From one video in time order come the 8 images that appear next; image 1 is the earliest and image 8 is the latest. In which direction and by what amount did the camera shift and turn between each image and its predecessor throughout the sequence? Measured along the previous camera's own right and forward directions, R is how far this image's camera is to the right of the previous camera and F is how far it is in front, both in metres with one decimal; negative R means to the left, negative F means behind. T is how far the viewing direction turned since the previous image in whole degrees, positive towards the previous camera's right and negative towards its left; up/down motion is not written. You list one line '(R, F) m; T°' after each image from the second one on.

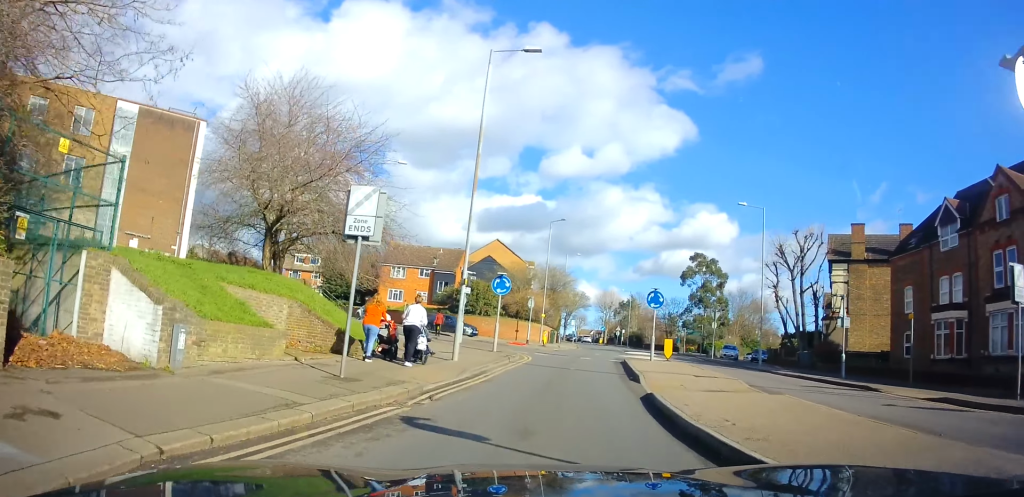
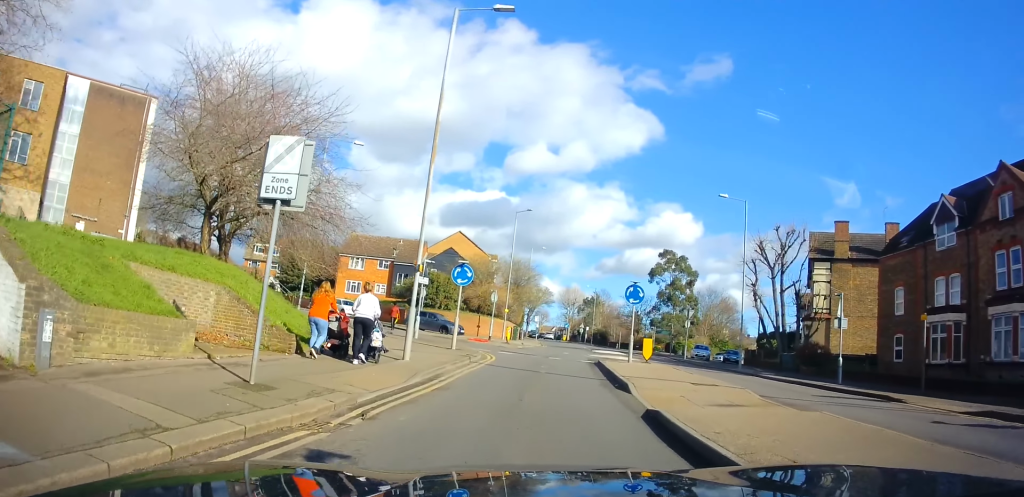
(+0.1, +2.3) m; +4°
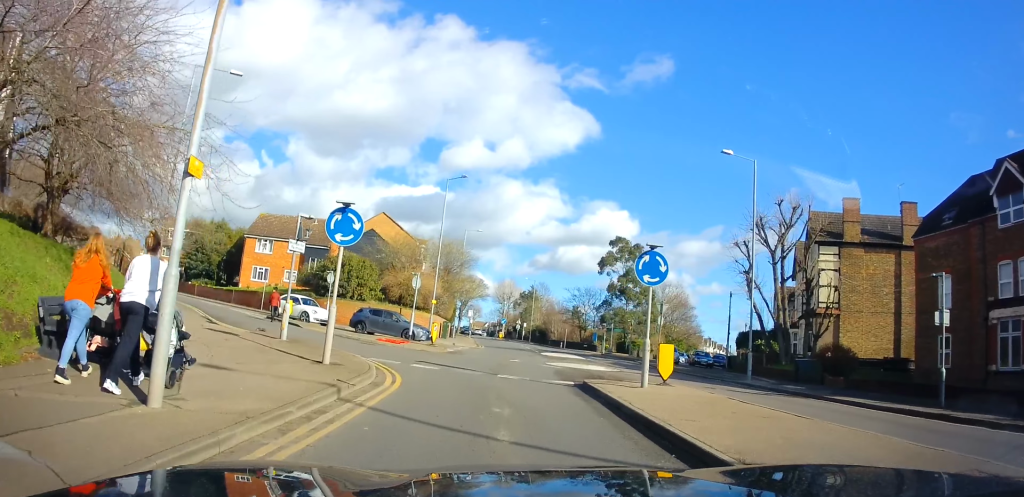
(+1.1, +8.6) m; +12°
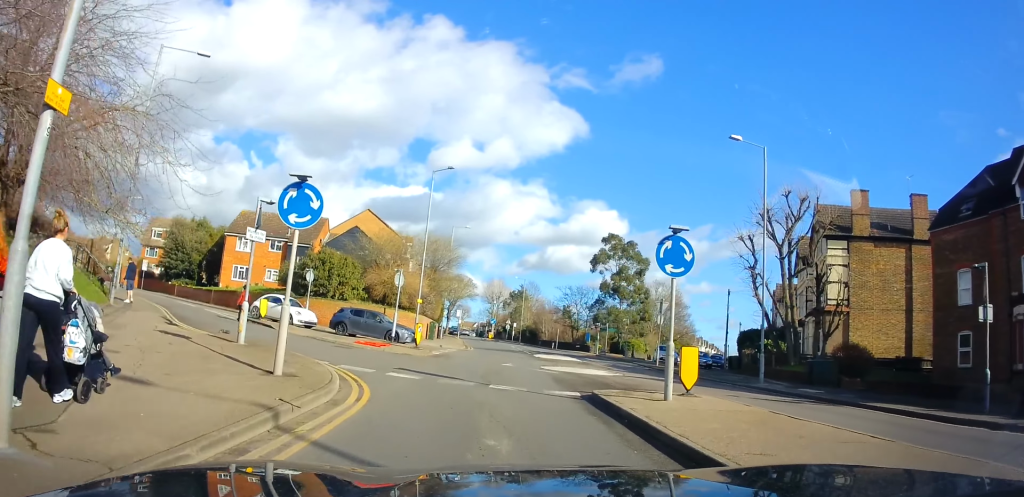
(+0.2, +2.1) m; 0°
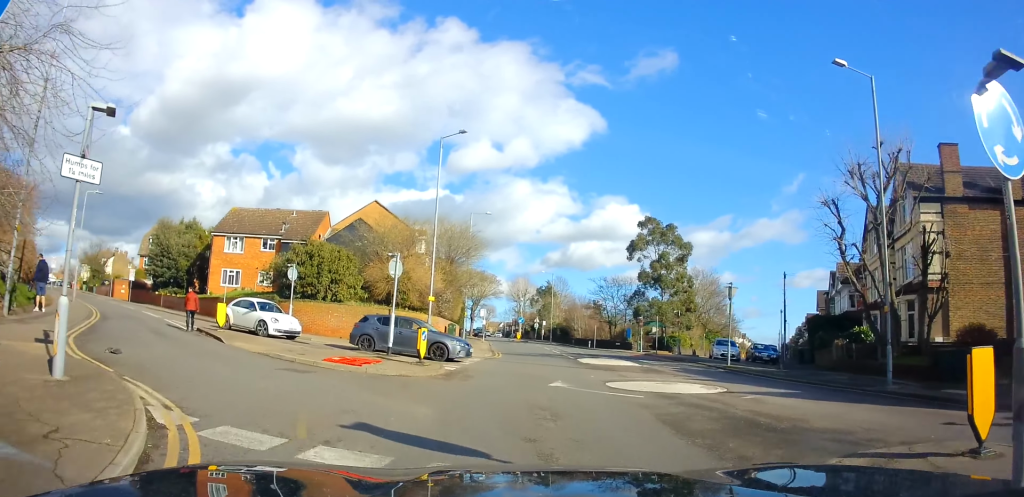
(-0.5, +6.4) m; -10°
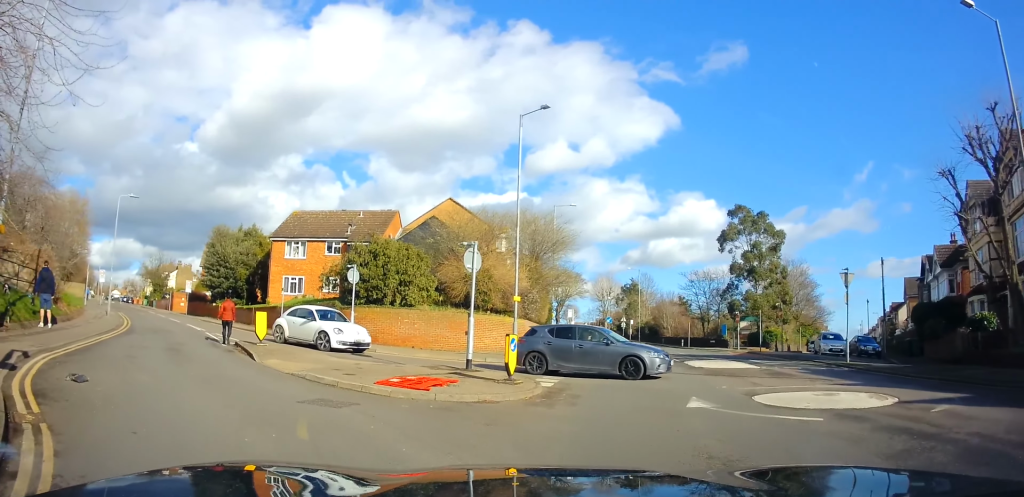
(-0.1, +3.6) m; -10°
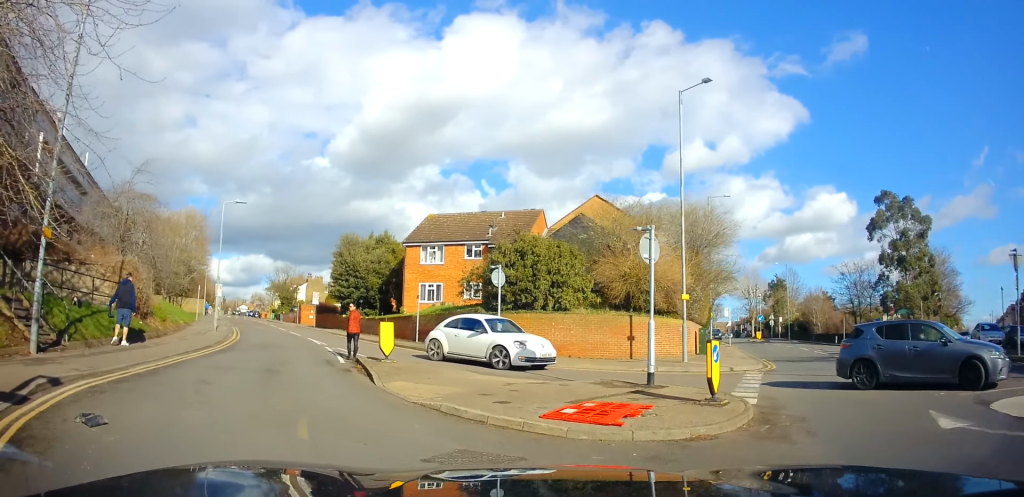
(-0.4, +3.0) m; -16°
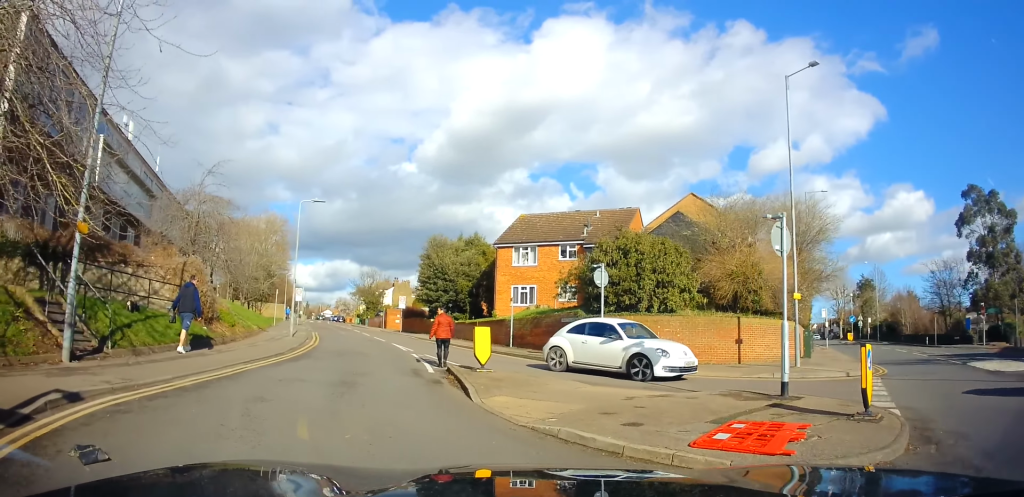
(-0.3, +1.6) m; -7°
